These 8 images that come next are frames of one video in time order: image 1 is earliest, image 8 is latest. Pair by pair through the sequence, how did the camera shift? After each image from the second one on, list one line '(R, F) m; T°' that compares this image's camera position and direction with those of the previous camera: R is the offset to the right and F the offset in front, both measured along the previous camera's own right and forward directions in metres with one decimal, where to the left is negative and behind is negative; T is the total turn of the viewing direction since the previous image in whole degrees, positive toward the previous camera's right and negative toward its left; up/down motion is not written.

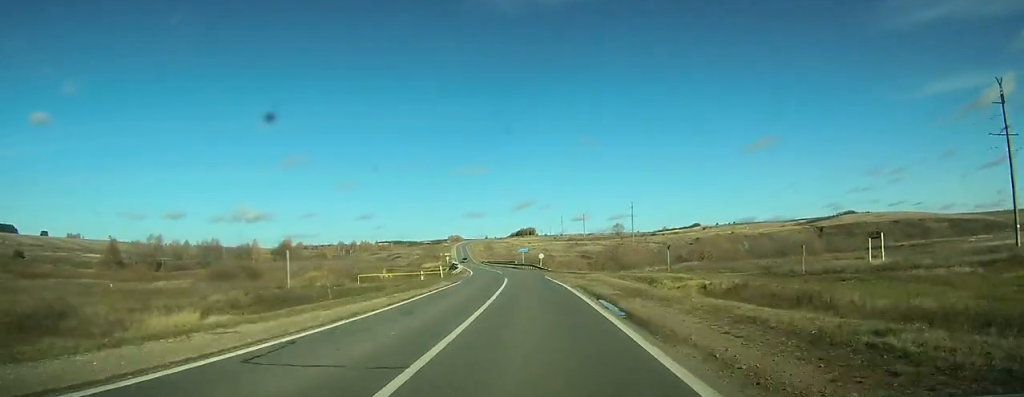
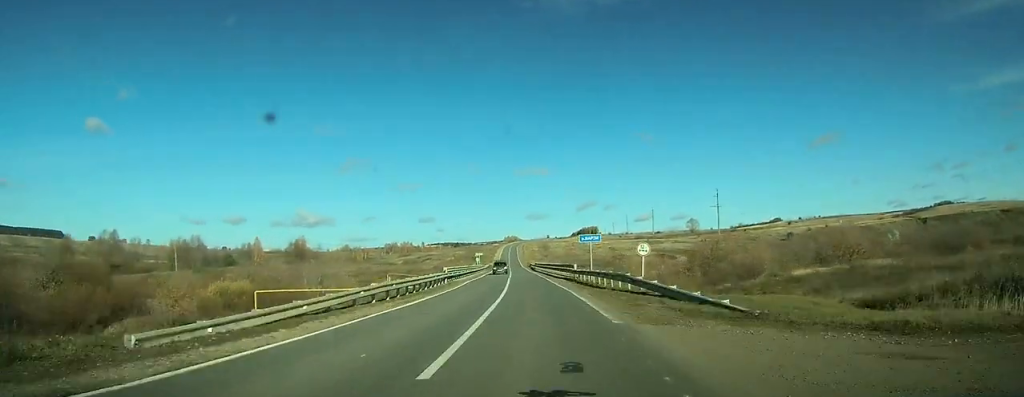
(-2.0, +52.2) m; -5°
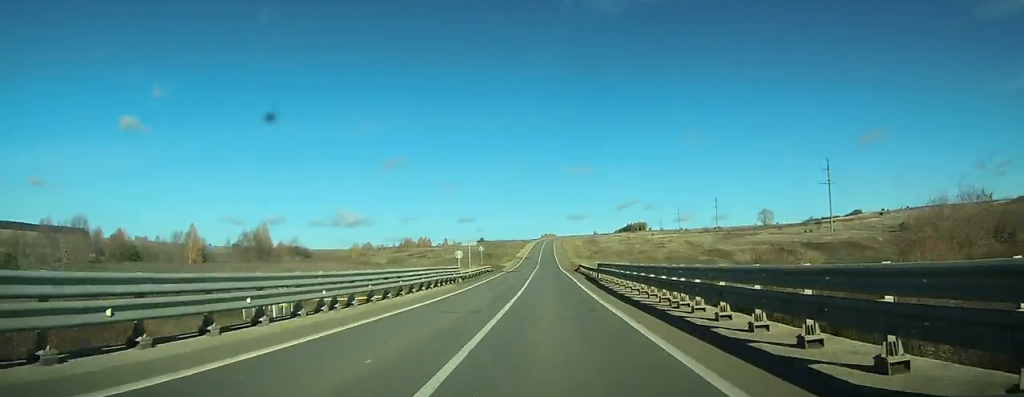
(-2.6, +67.0) m; -3°
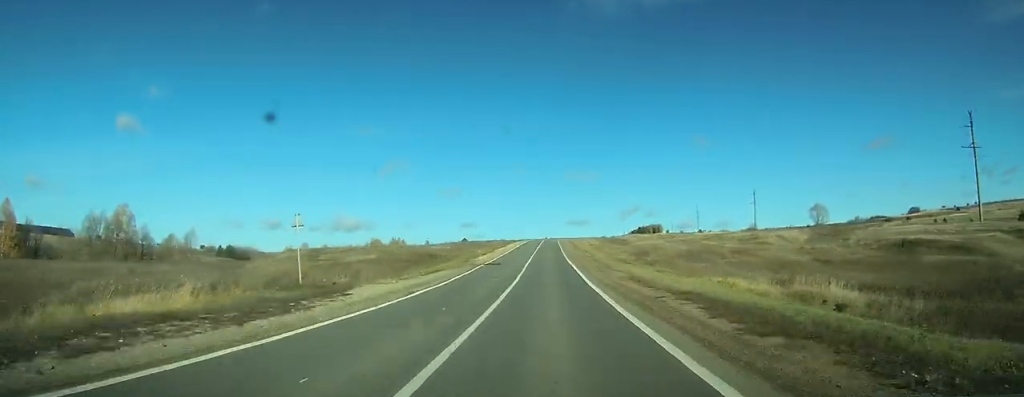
(-0.4, +66.1) m; 0°
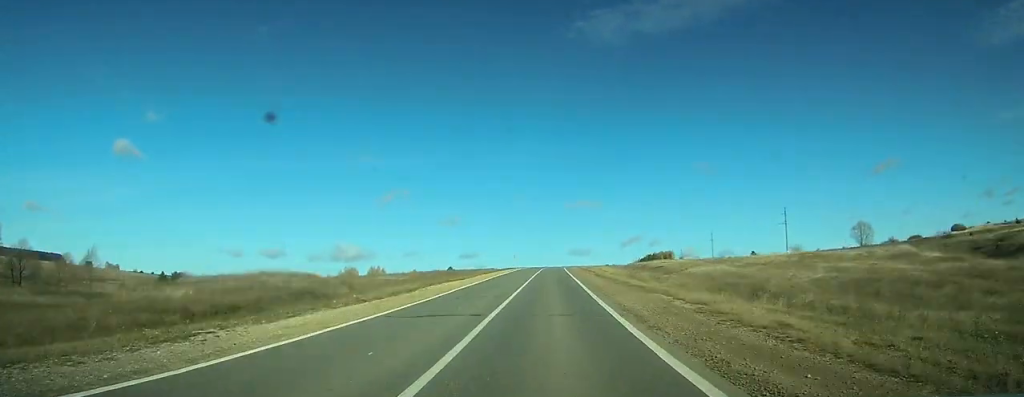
(+0.1, +35.4) m; 0°
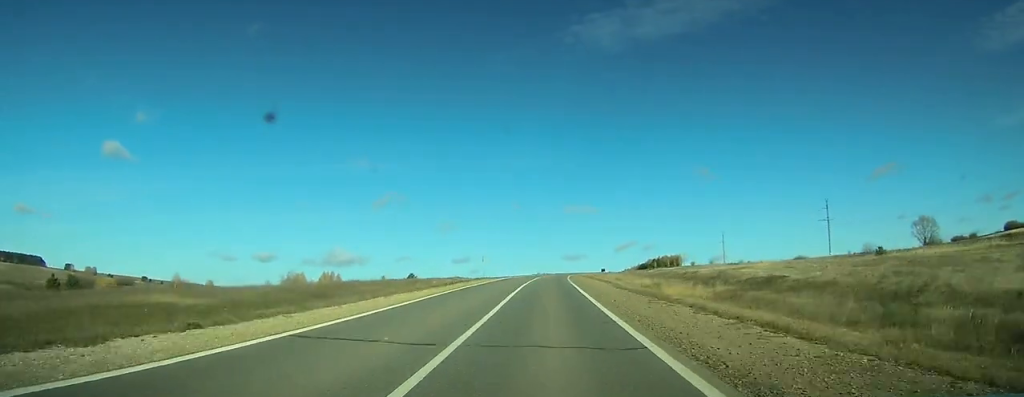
(+0.2, +41.6) m; +1°
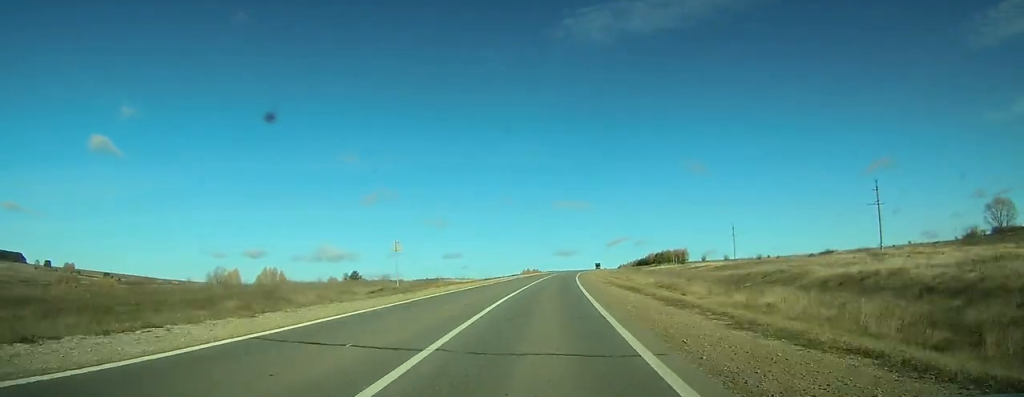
(+0.2, +34.3) m; +1°
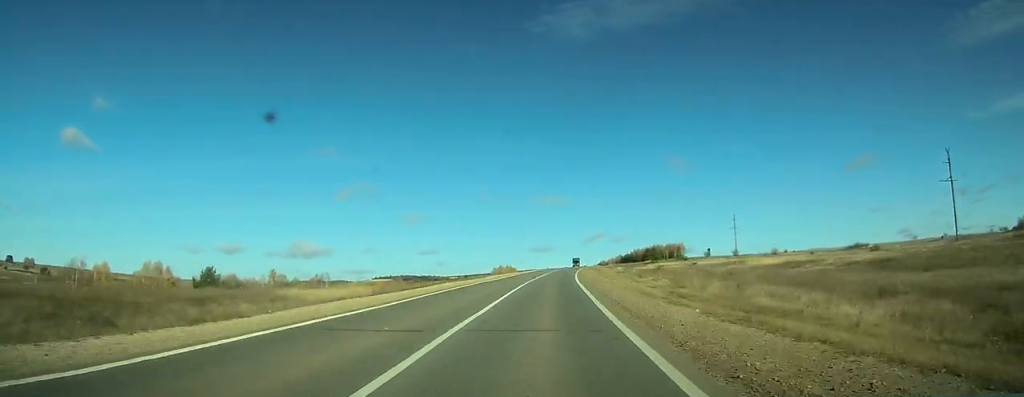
(+0.2, +40.0) m; +2°
